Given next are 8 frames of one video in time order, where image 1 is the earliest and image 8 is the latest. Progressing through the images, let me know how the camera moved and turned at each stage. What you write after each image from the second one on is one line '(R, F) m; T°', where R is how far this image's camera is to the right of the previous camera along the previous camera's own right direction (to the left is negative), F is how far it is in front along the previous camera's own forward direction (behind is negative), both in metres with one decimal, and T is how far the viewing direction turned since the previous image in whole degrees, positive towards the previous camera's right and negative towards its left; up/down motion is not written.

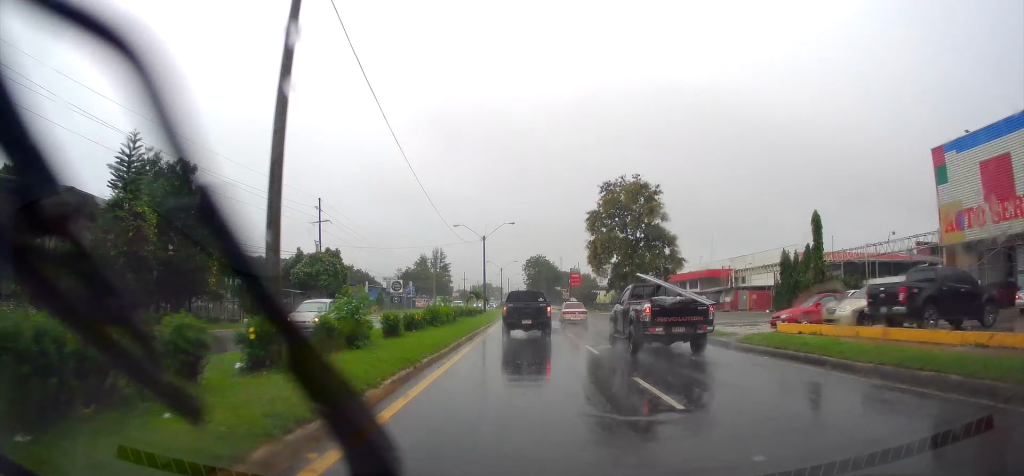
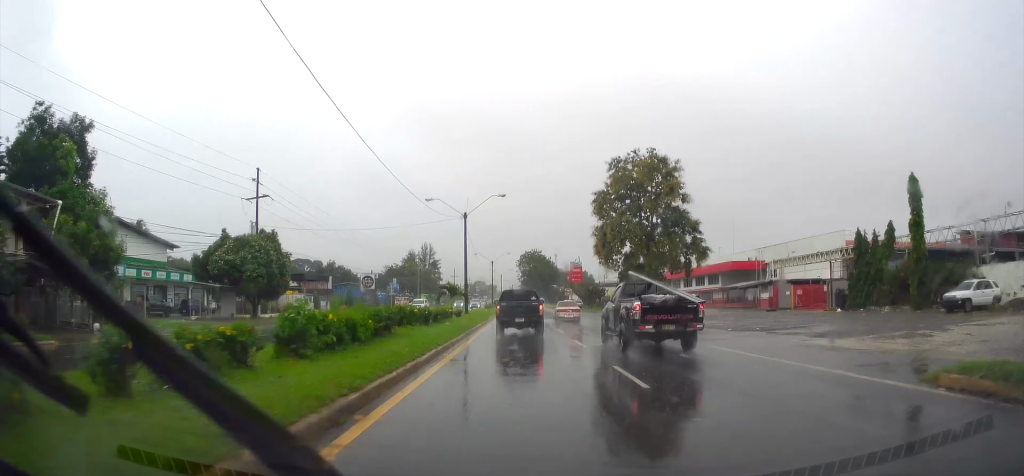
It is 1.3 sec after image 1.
(+0.2, +14.7) m; 0°
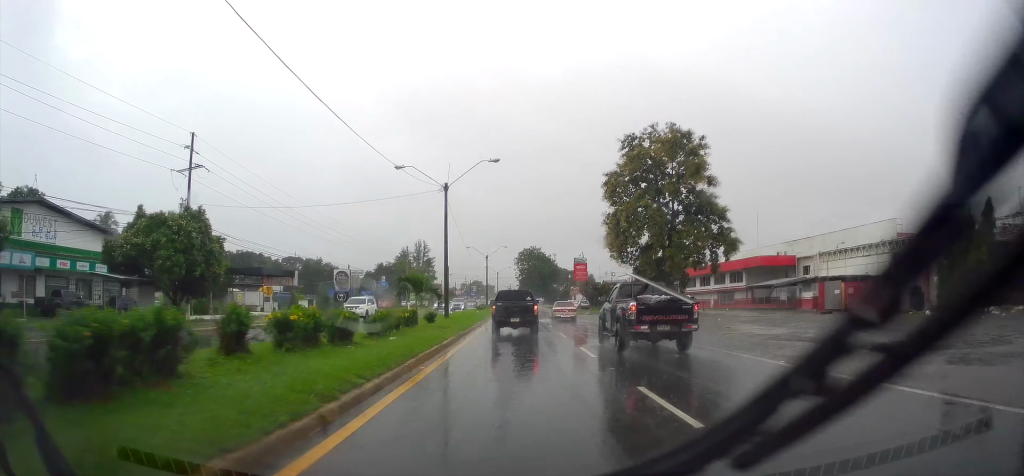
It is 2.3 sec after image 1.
(0.0, +11.2) m; 0°
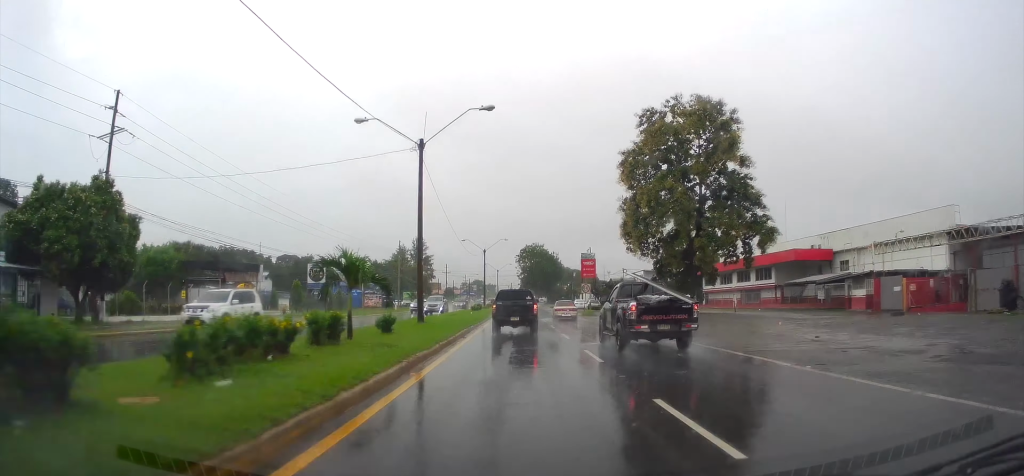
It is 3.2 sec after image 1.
(0.0, +9.3) m; 0°
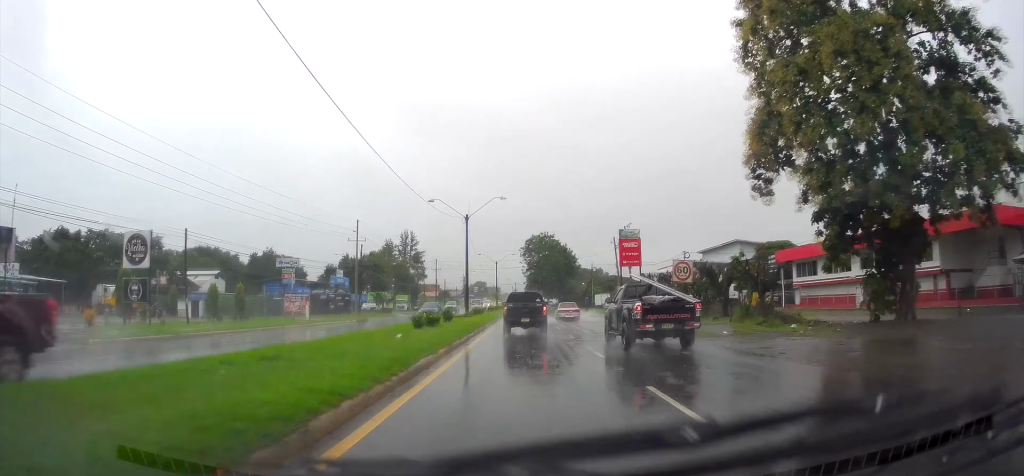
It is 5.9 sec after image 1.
(-0.2, +30.9) m; -2°
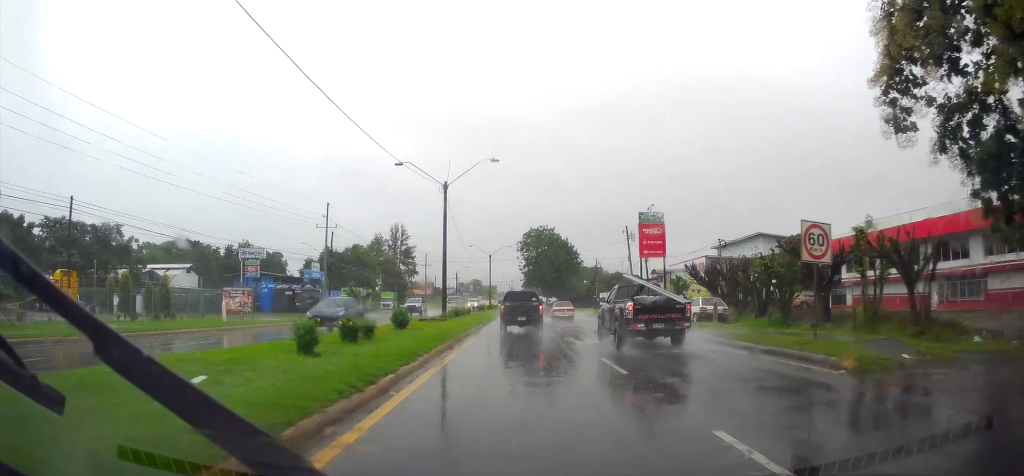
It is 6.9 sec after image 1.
(-0.1, +11.3) m; -1°
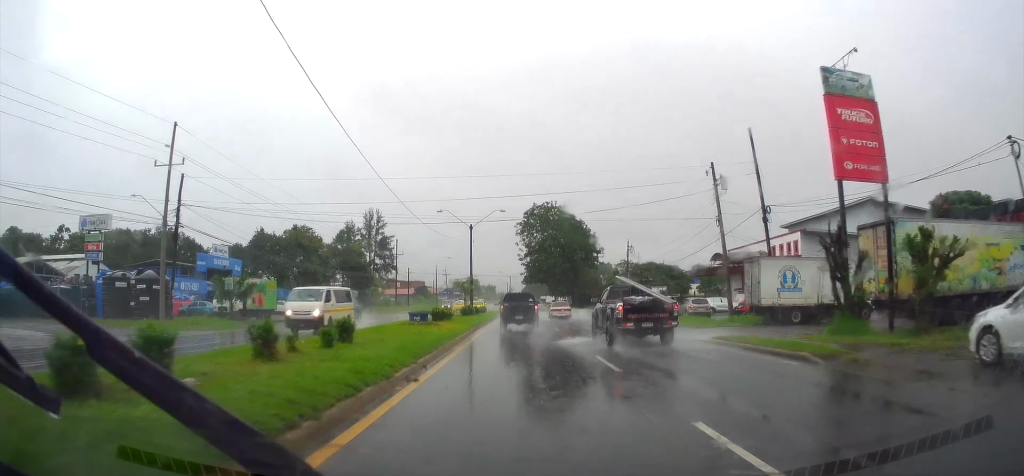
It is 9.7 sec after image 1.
(+0.2, +31.4) m; +3°
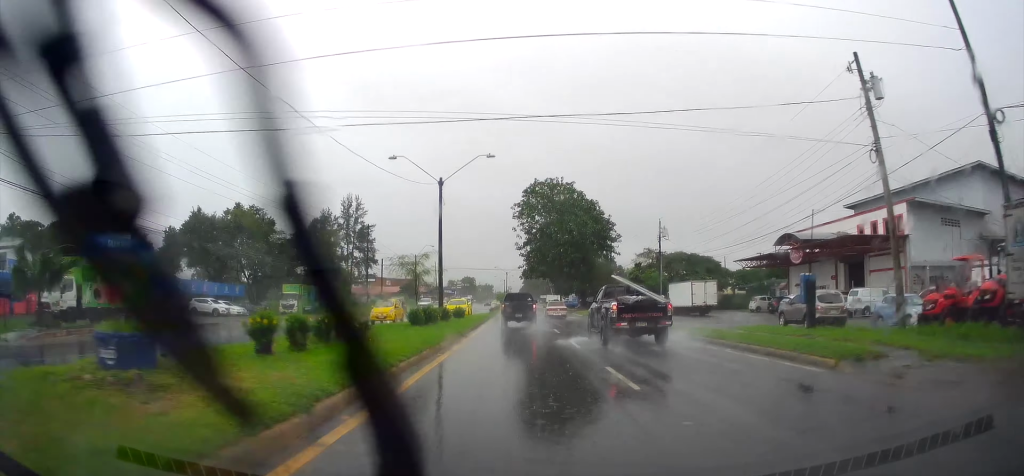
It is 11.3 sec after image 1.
(+1.0, +18.4) m; 0°
